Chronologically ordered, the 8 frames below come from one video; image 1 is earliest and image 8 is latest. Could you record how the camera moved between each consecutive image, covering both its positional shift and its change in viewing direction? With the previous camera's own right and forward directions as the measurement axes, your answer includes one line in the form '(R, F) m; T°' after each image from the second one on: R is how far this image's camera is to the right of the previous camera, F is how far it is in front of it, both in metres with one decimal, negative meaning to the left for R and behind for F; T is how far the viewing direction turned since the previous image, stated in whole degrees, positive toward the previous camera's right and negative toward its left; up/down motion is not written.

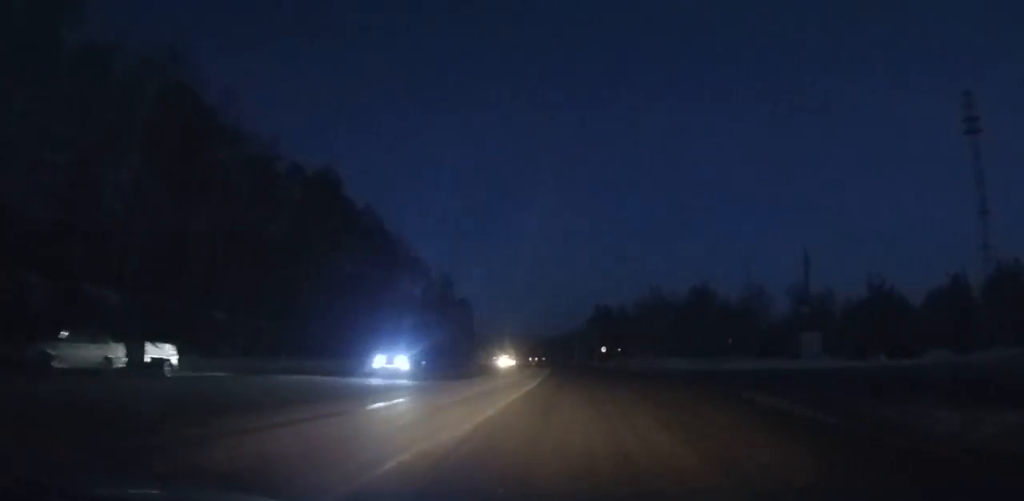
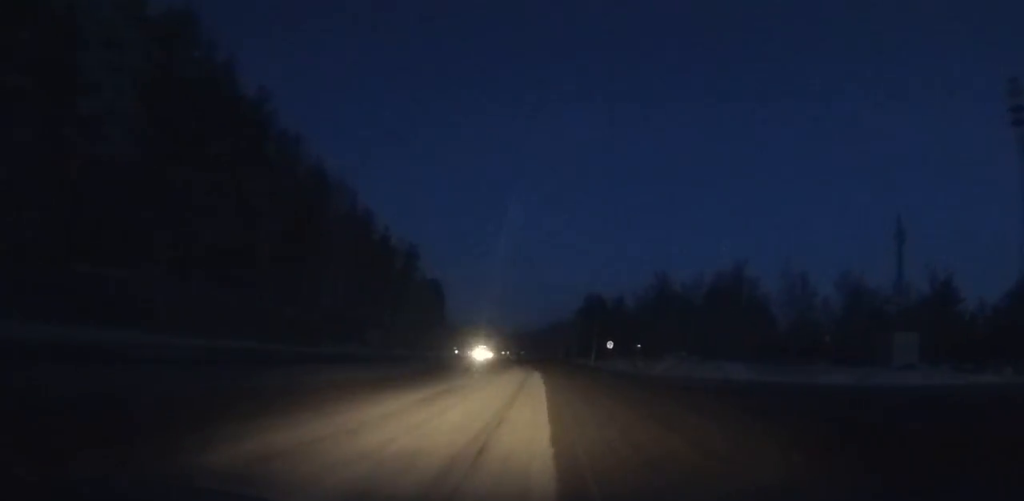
(+0.3, +27.0) m; 0°
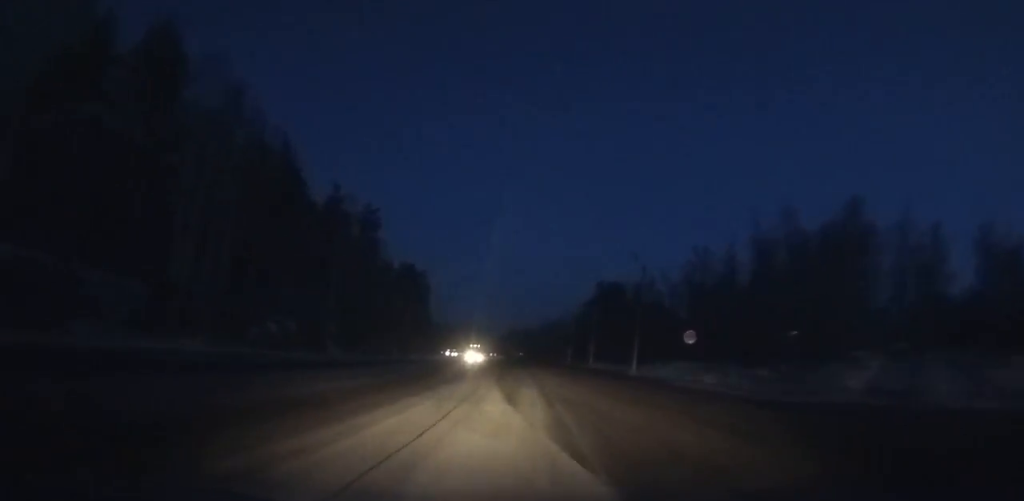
(0.0, +33.5) m; 0°
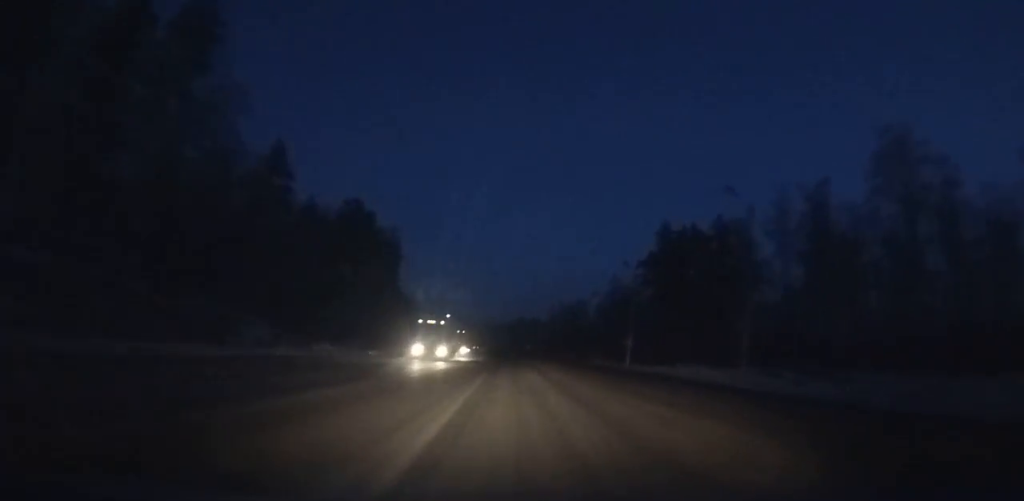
(-0.4, +57.5) m; -1°
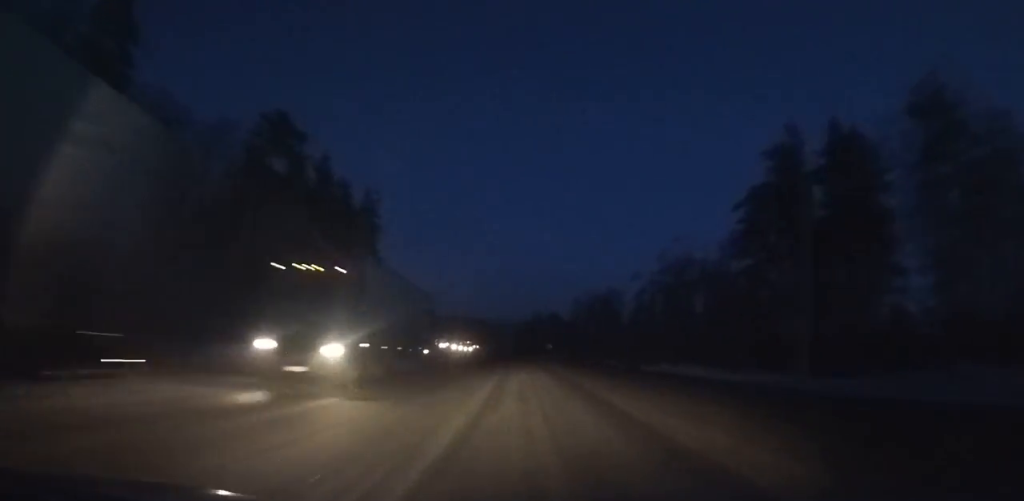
(-0.3, +38.1) m; -1°
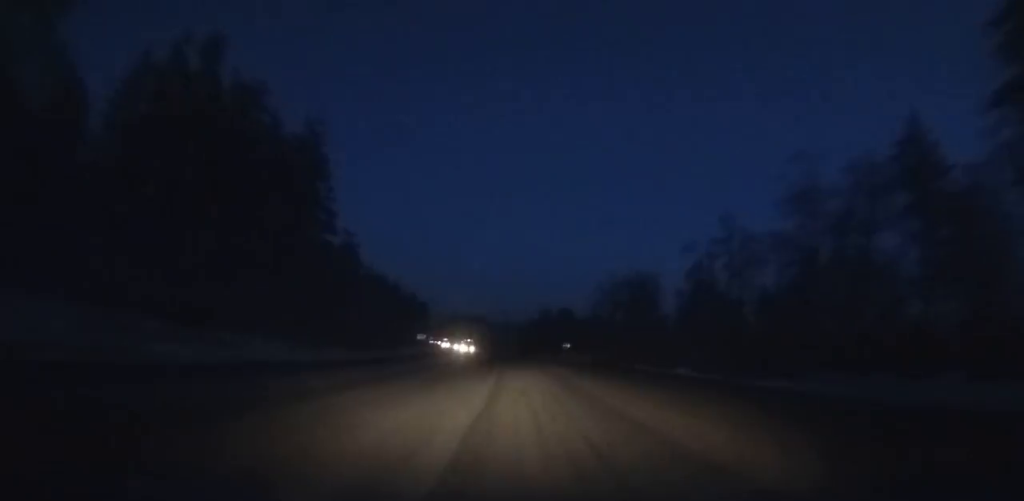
(-0.1, +33.4) m; -1°
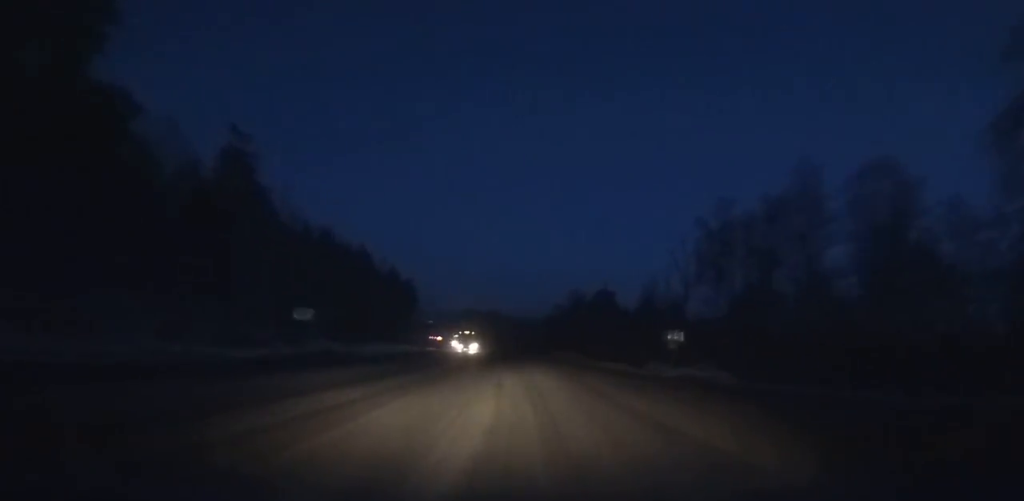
(-0.8, +59.2) m; -2°
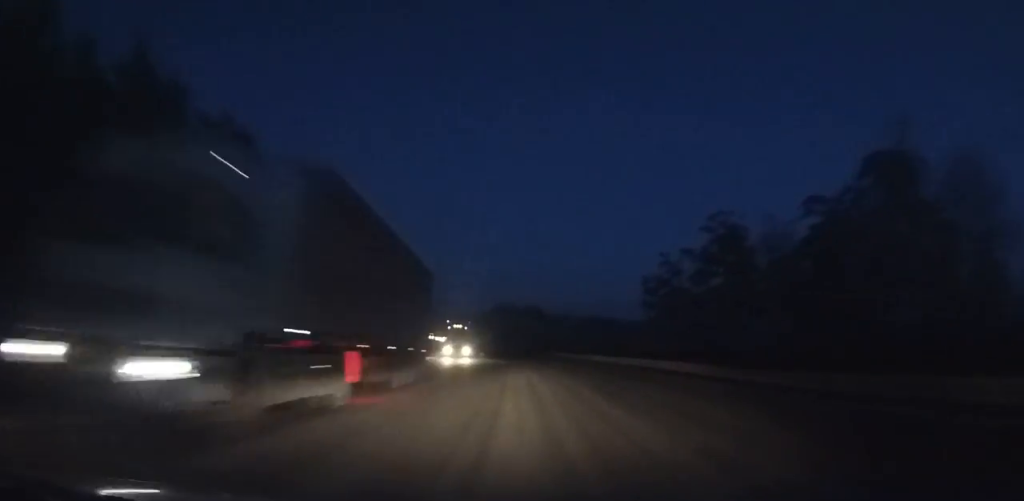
(-3.9, +104.0) m; -5°
